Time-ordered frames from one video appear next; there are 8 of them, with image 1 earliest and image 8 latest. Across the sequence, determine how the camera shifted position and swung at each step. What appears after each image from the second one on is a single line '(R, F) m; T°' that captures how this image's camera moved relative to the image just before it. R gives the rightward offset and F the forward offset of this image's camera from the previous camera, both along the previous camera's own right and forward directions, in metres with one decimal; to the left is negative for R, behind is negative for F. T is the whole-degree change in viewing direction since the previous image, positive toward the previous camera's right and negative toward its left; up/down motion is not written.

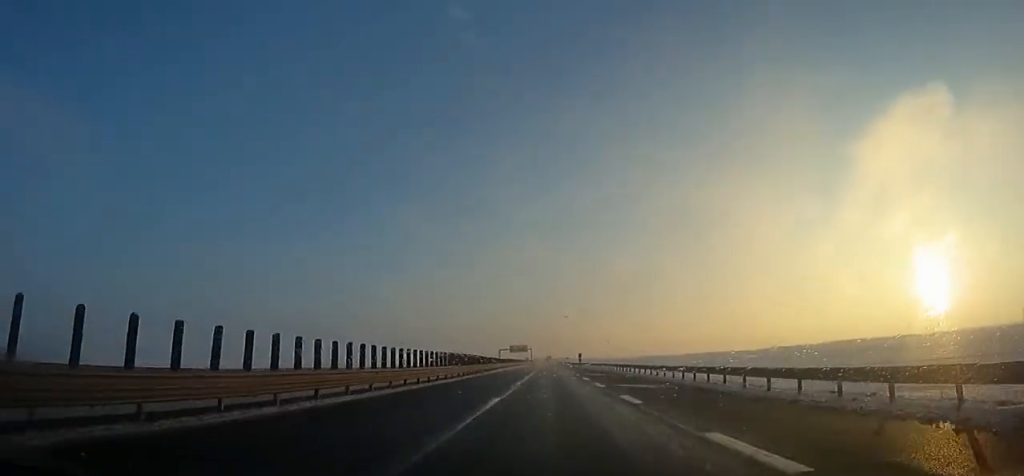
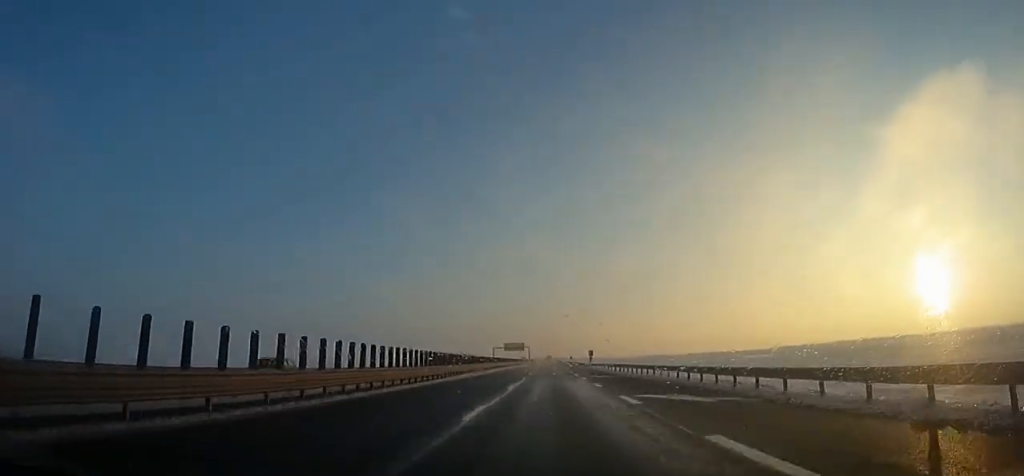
(0.0, +29.3) m; 0°
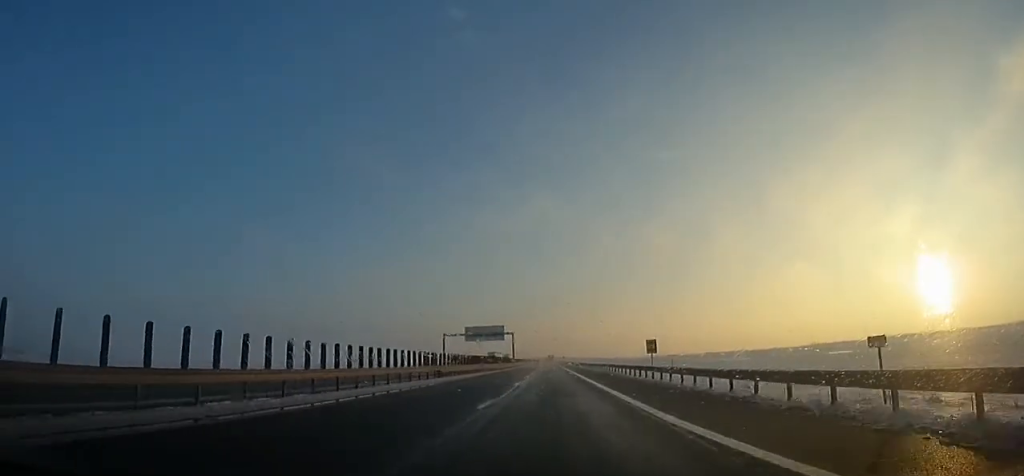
(+0.2, +123.8) m; 0°
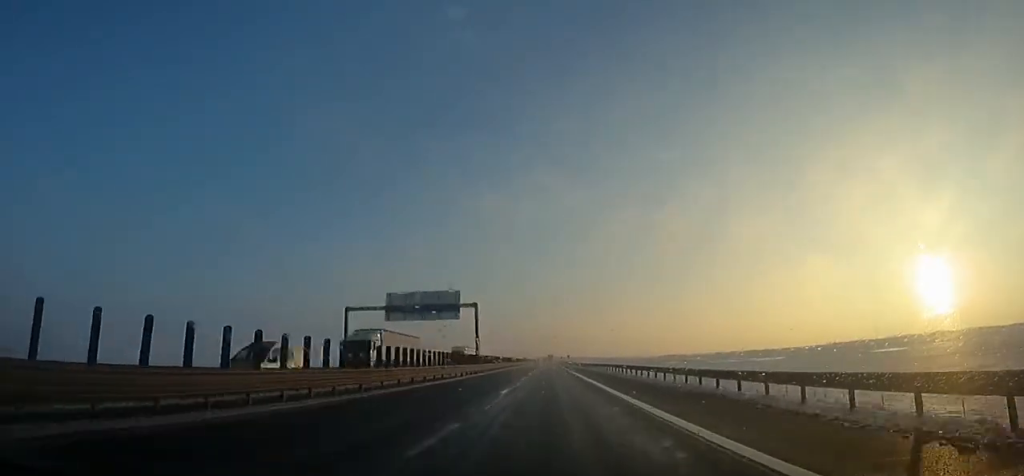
(-0.1, +74.0) m; 0°
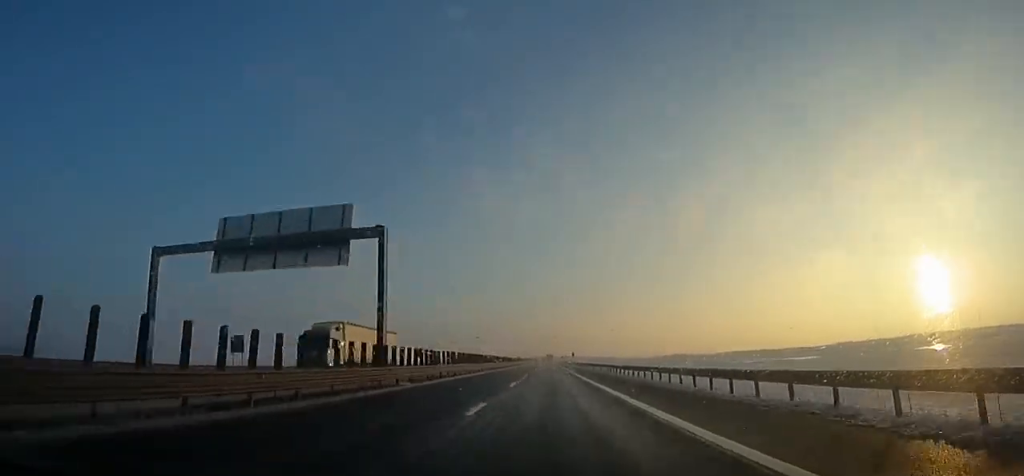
(-0.1, +29.0) m; 0°
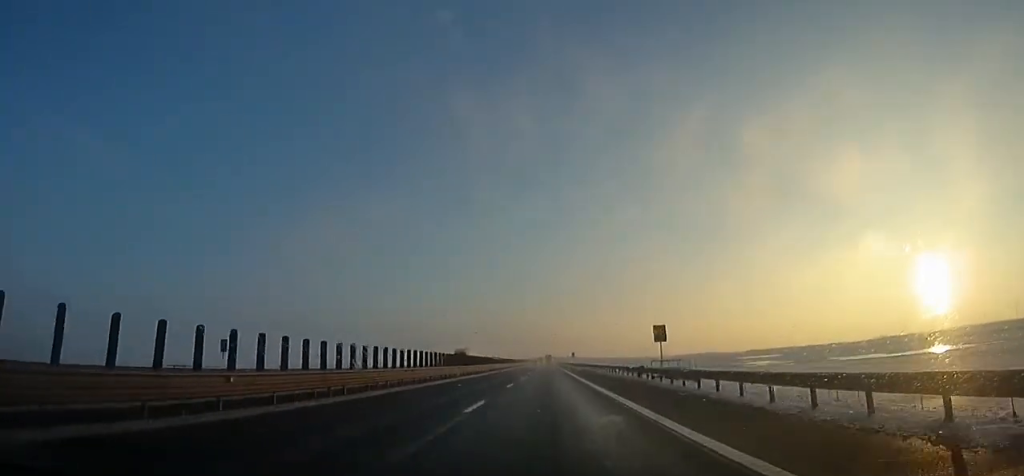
(-0.7, +75.7) m; 0°
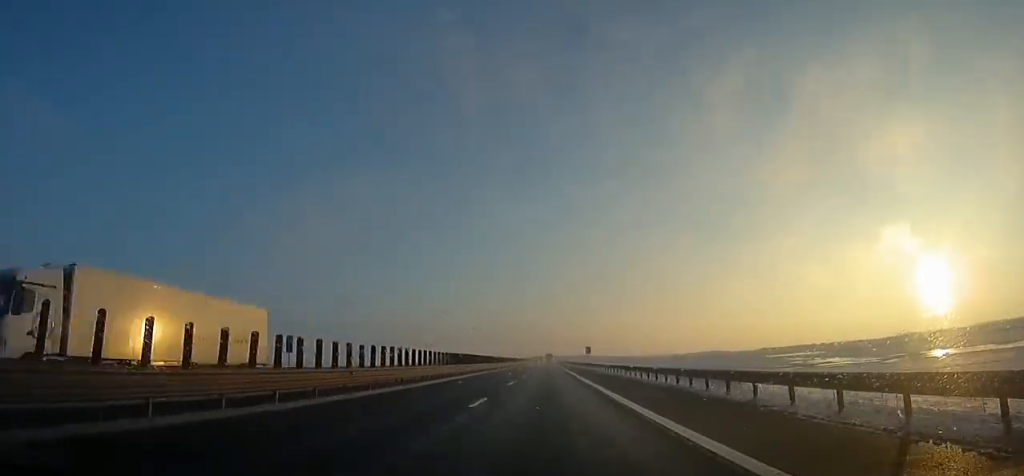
(+0.4, +41.5) m; +1°
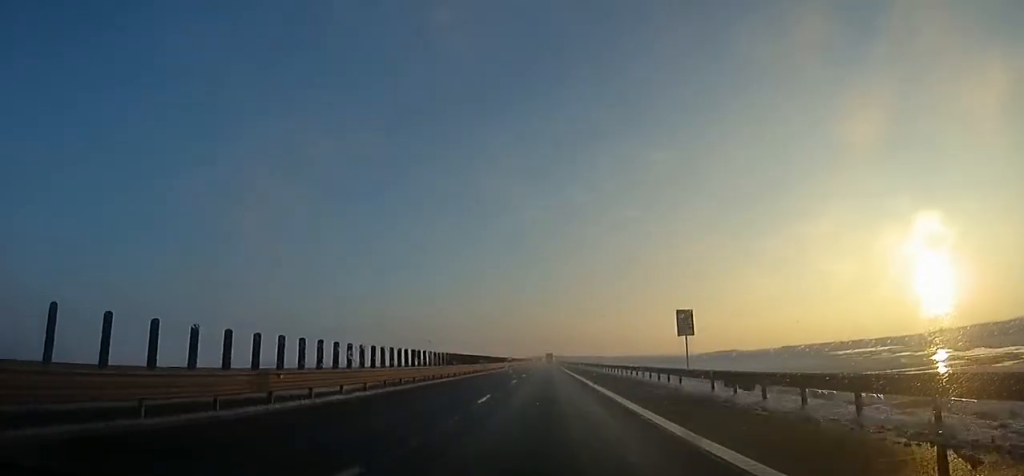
(+0.3, +53.5) m; 0°
